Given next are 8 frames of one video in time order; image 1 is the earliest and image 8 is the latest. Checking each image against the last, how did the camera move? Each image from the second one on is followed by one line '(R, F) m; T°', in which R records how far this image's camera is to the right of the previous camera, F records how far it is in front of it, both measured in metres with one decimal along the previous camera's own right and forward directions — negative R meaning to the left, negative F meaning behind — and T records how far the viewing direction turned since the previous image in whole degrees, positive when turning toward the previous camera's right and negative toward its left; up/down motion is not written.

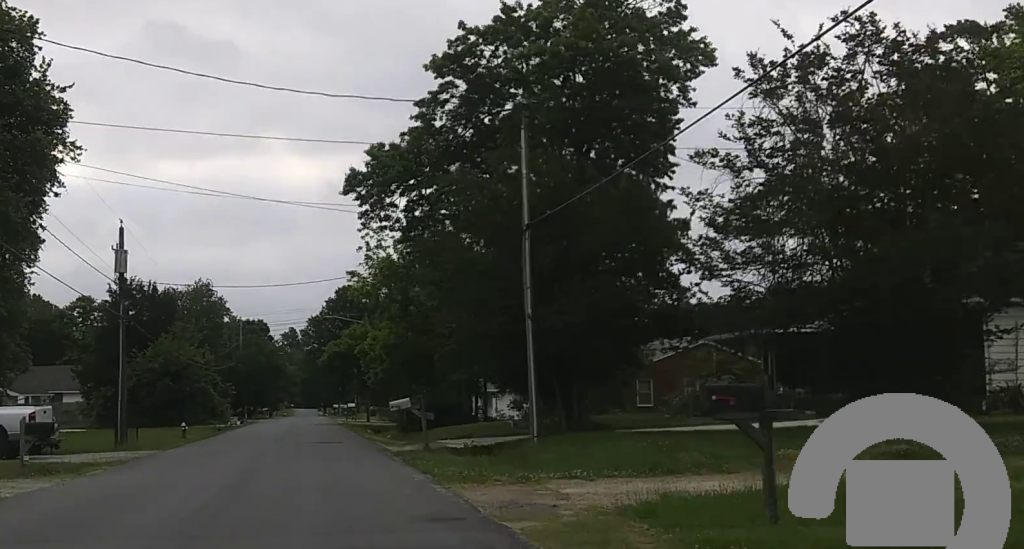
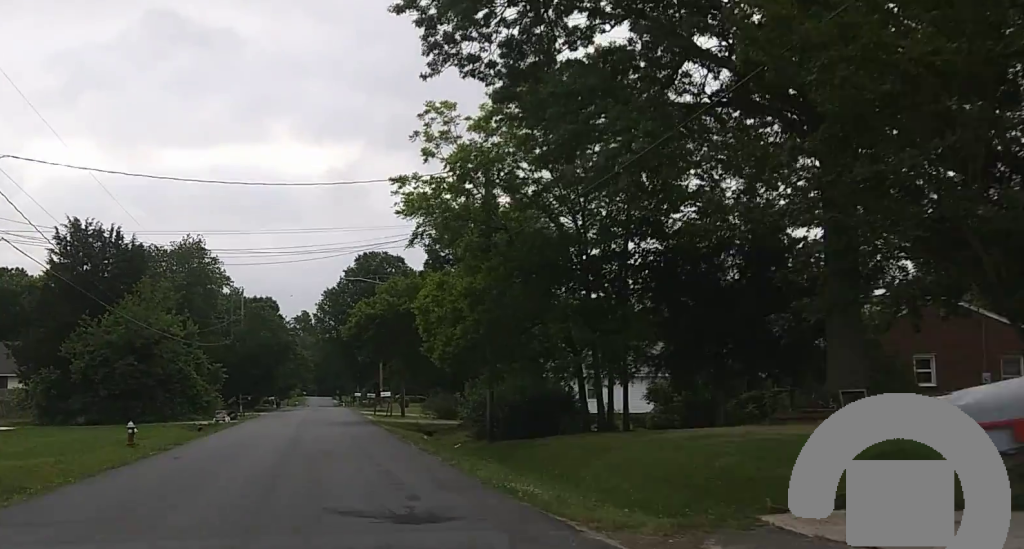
(+0.3, +21.6) m; +2°
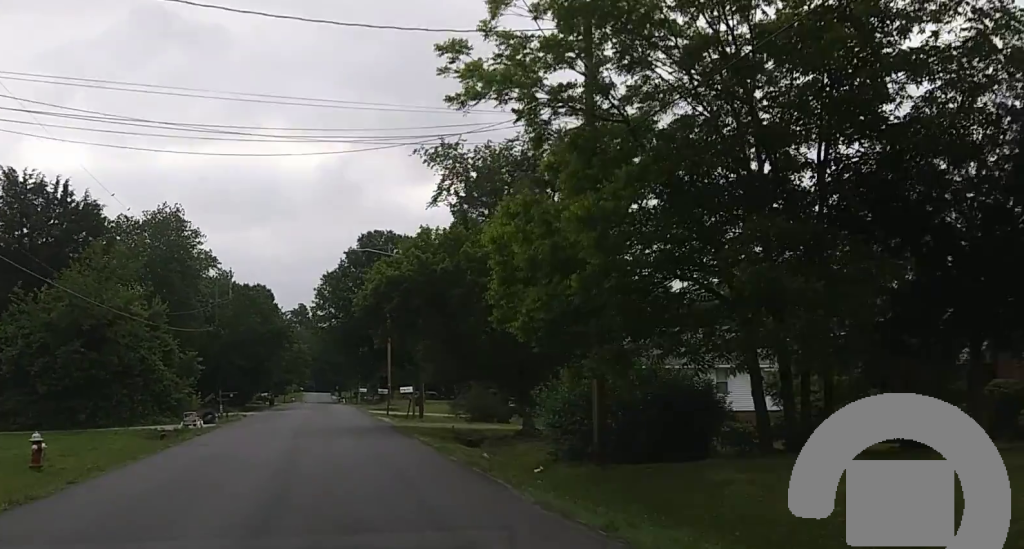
(+0.1, +12.0) m; +1°
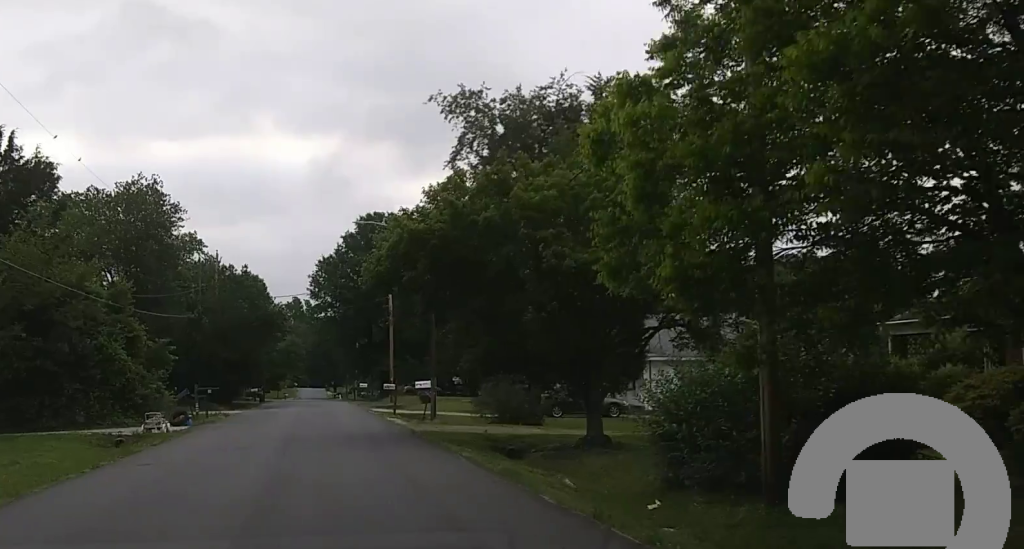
(0.0, +6.9) m; 0°
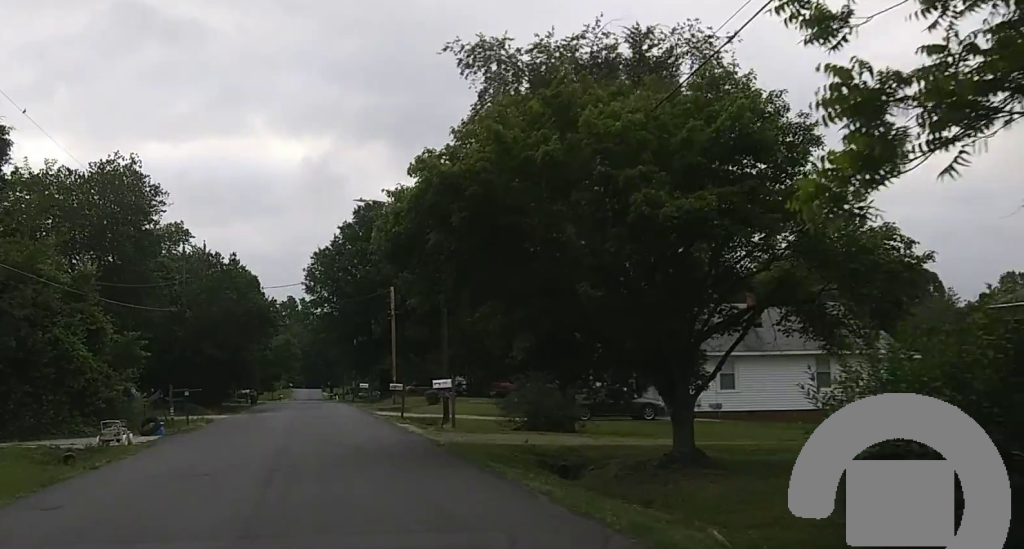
(0.0, +4.7) m; 0°
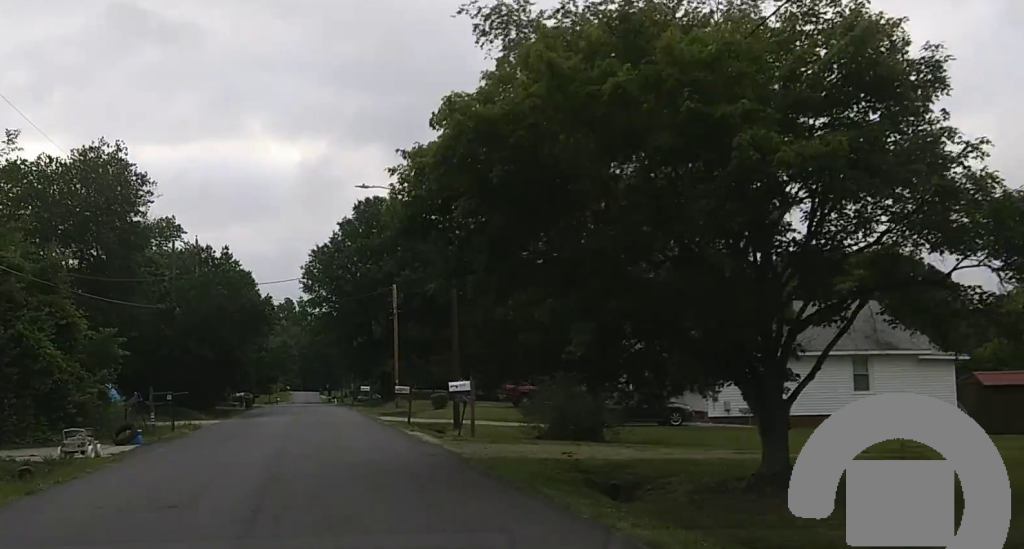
(0.0, +3.2) m; 0°
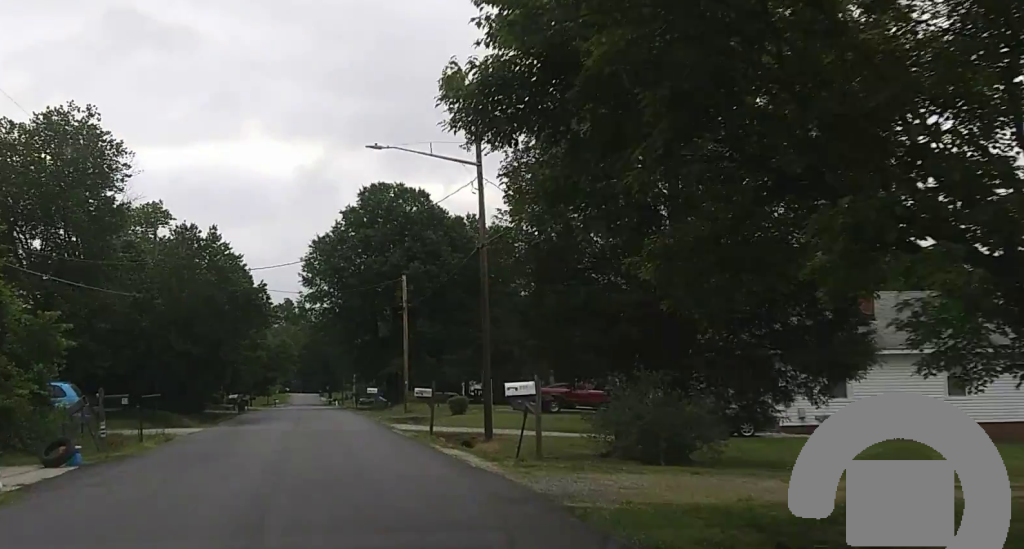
(0.0, +6.5) m; 0°
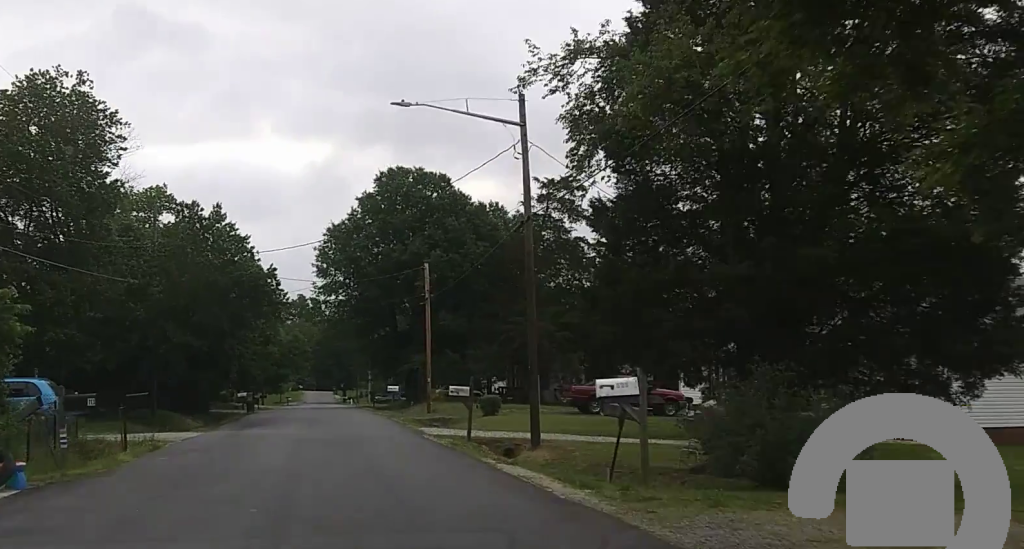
(0.0, +3.6) m; 0°
